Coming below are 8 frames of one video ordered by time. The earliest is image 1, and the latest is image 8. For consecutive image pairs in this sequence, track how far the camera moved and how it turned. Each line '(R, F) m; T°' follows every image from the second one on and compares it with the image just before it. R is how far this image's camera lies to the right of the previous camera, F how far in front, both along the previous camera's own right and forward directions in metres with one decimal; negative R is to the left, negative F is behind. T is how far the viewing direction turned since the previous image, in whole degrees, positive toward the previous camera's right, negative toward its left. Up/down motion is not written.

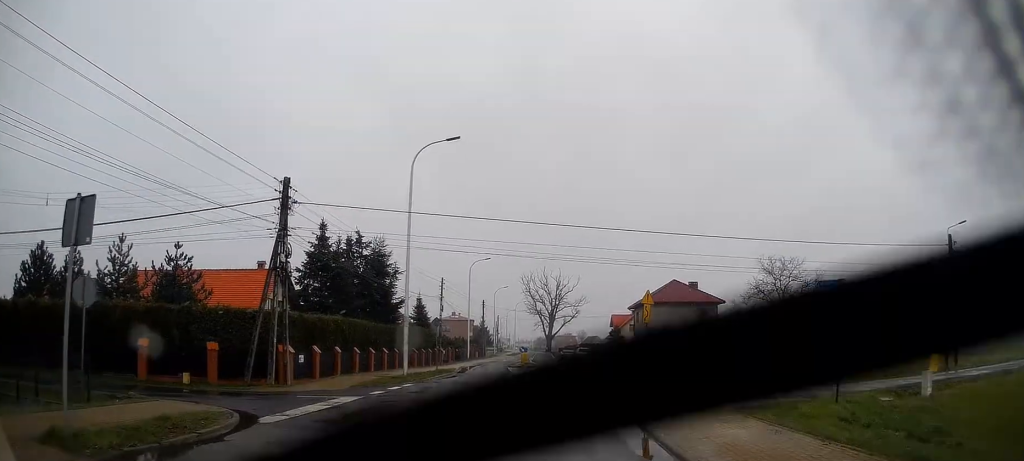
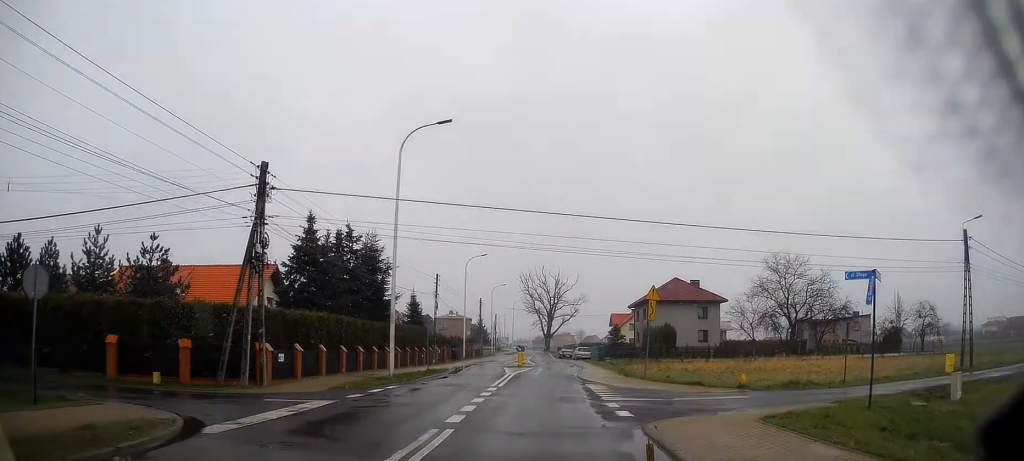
(0.0, +1.6) m; 0°
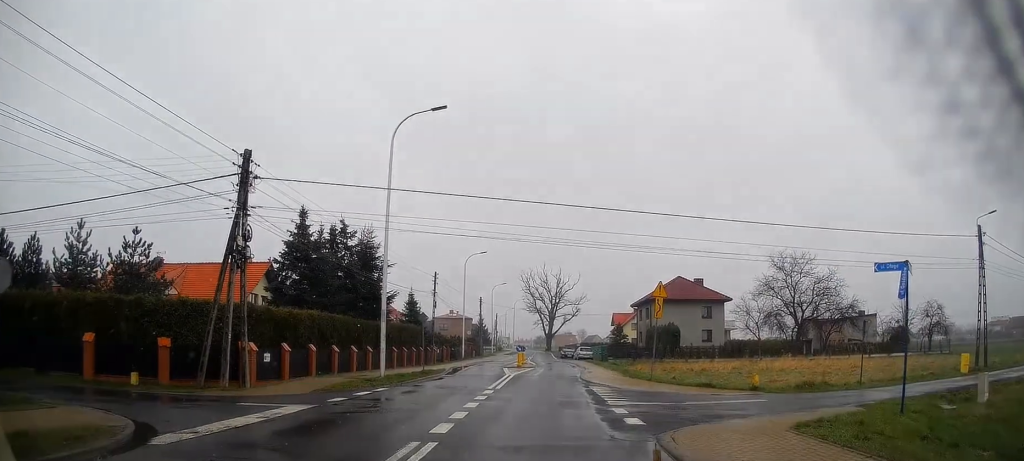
(+0.1, +1.2) m; -1°
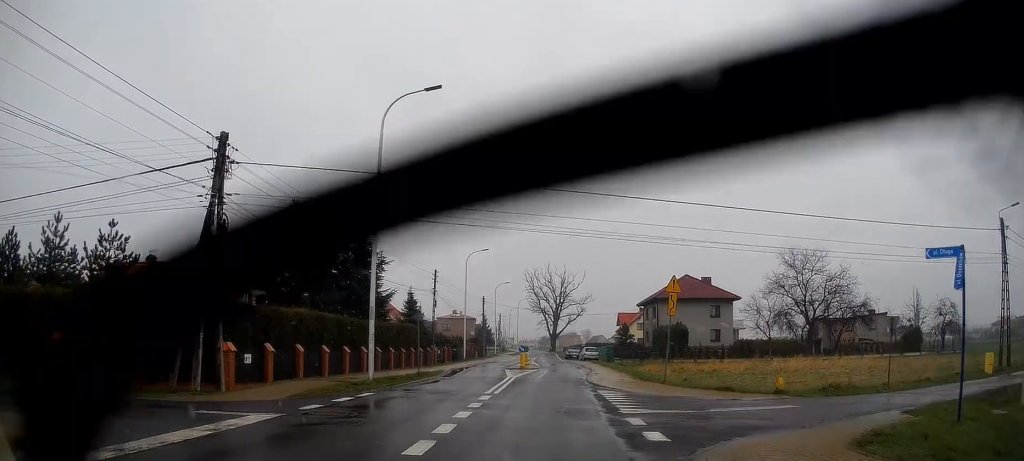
(0.0, +1.6) m; -2°
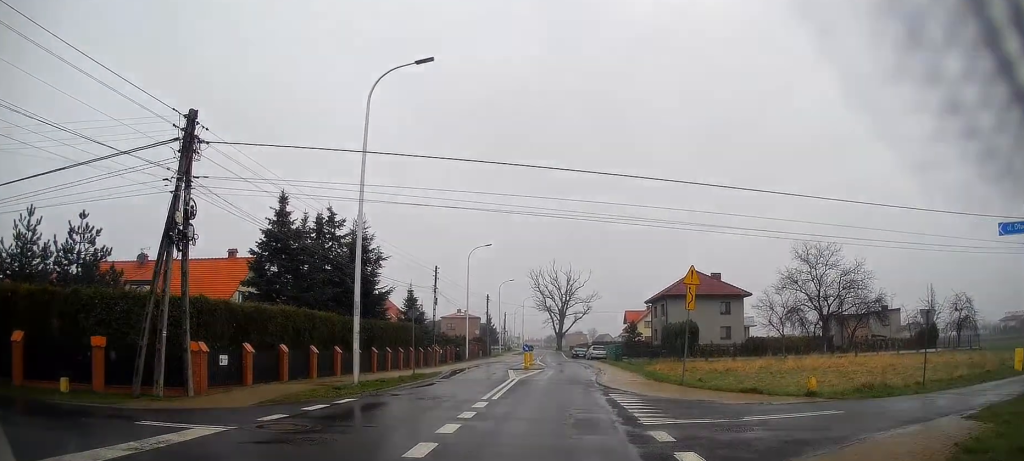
(-0.1, +2.0) m; -4°
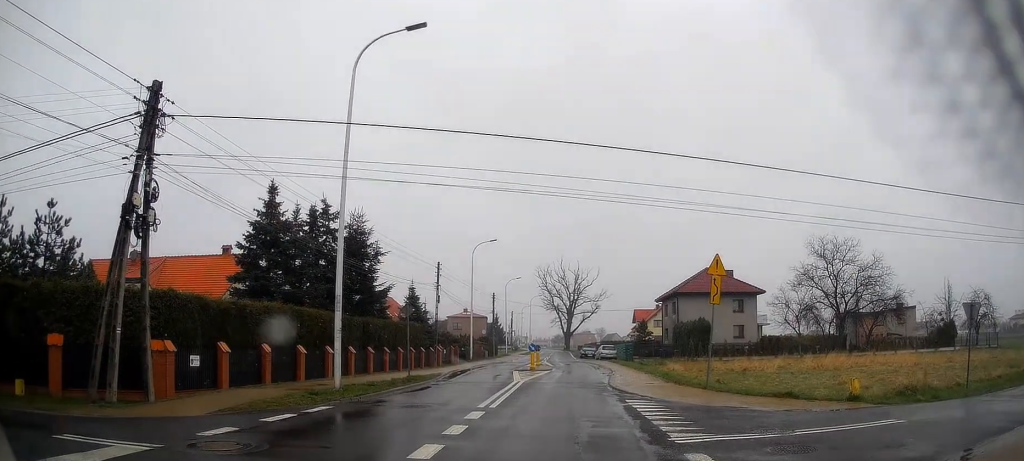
(0.0, +2.1) m; +1°
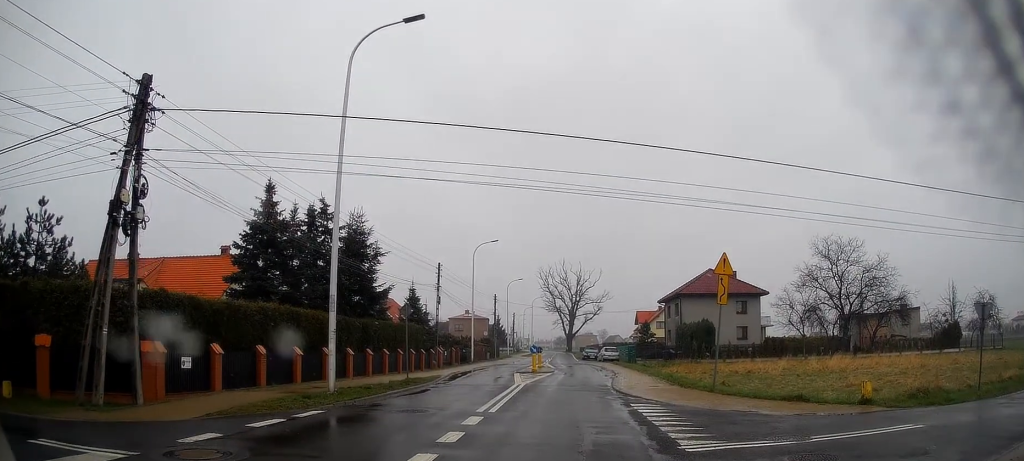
(0.0, +0.6) m; 0°
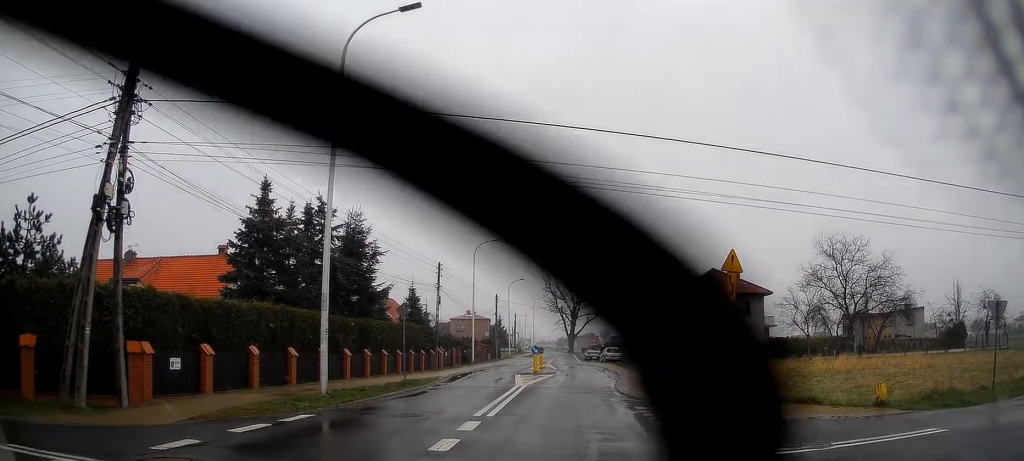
(+0.2, +0.4) m; 0°
